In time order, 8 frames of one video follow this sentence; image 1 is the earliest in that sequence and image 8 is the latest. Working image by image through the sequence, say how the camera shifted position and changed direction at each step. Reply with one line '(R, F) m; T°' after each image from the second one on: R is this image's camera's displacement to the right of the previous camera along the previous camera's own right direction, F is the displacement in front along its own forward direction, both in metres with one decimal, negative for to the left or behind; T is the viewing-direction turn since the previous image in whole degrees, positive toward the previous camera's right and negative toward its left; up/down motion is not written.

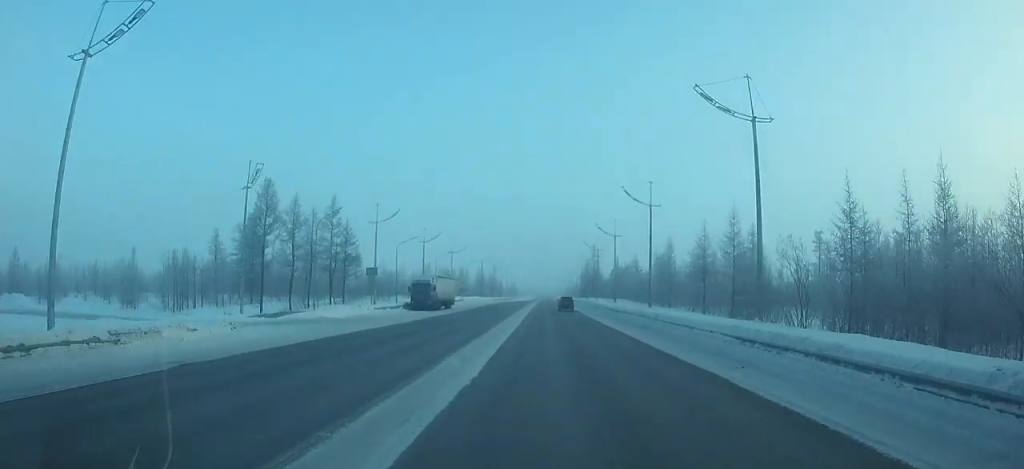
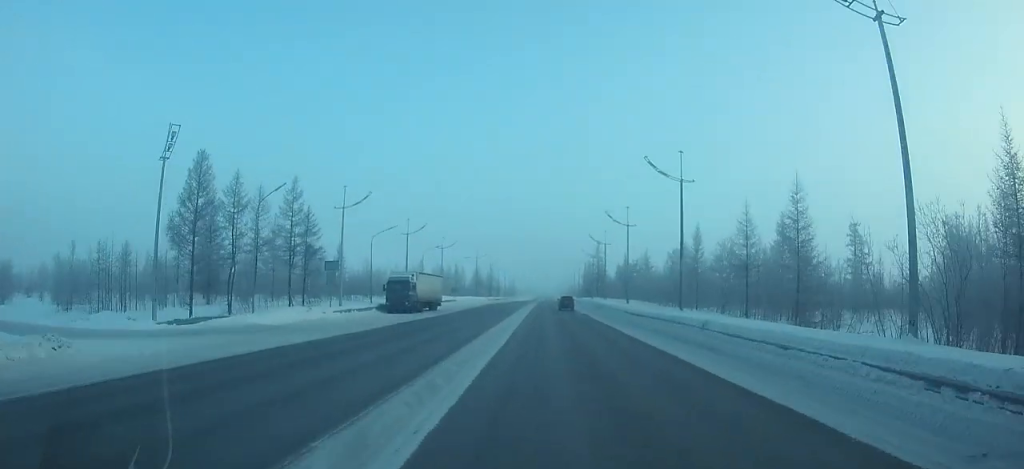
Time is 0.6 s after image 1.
(0.0, +10.9) m; 0°
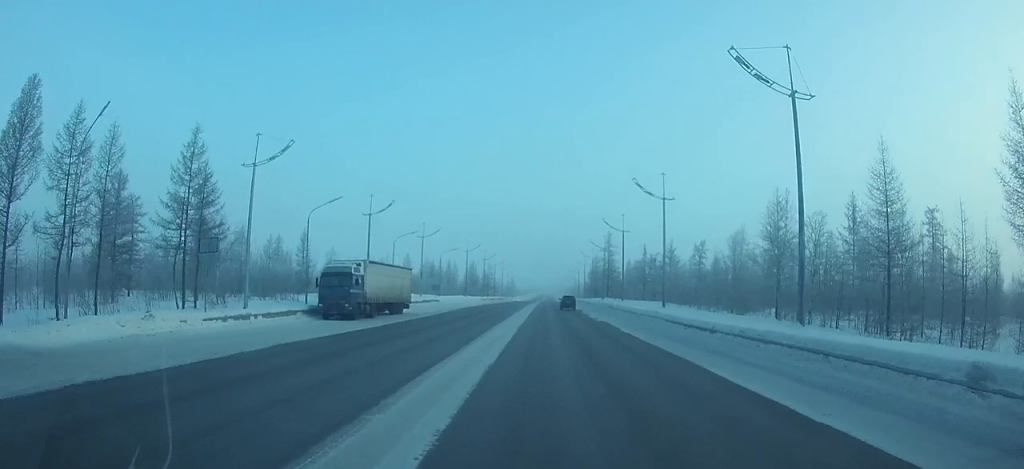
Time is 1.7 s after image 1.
(+0.1, +17.8) m; 0°
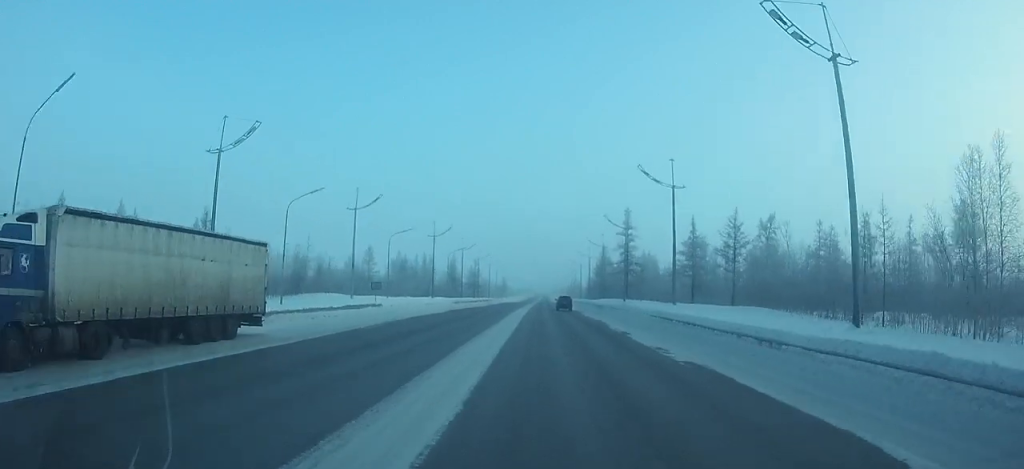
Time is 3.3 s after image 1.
(+0.1, +28.6) m; 0°
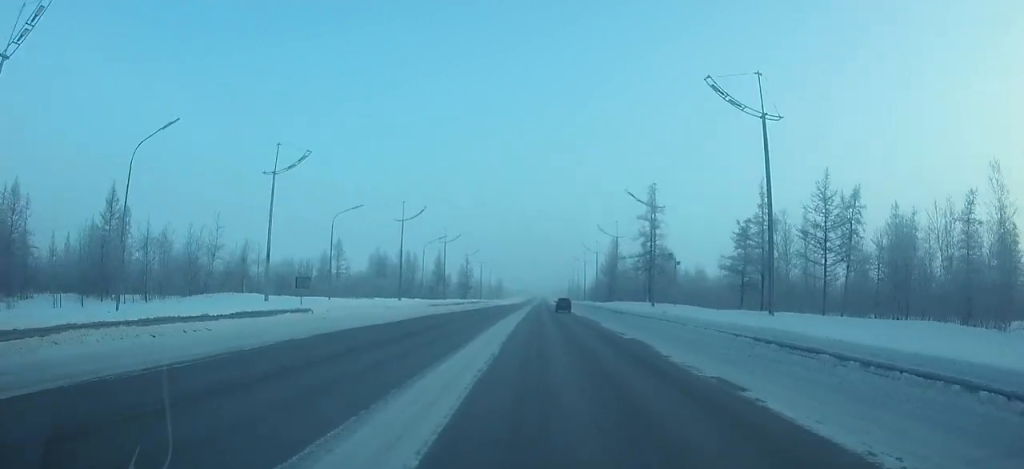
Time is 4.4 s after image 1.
(0.0, +17.6) m; 0°
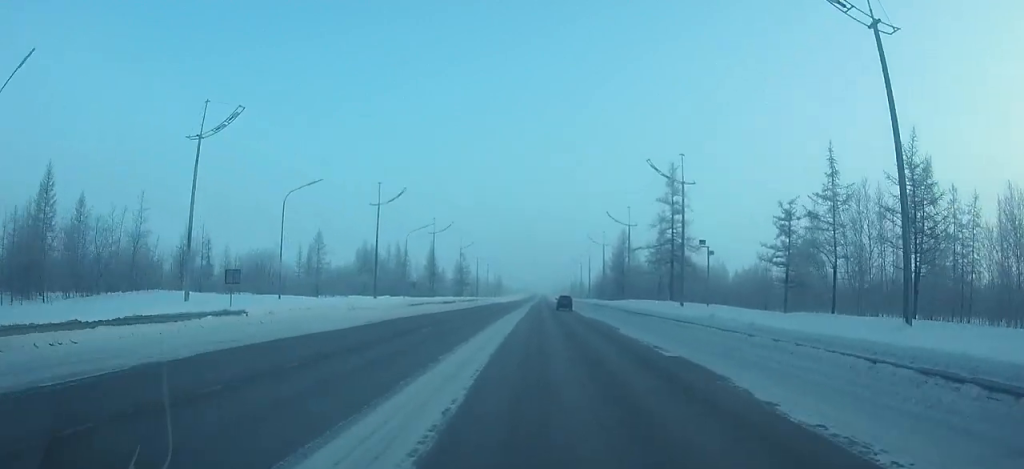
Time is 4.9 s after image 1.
(0.0, +9.6) m; 0°
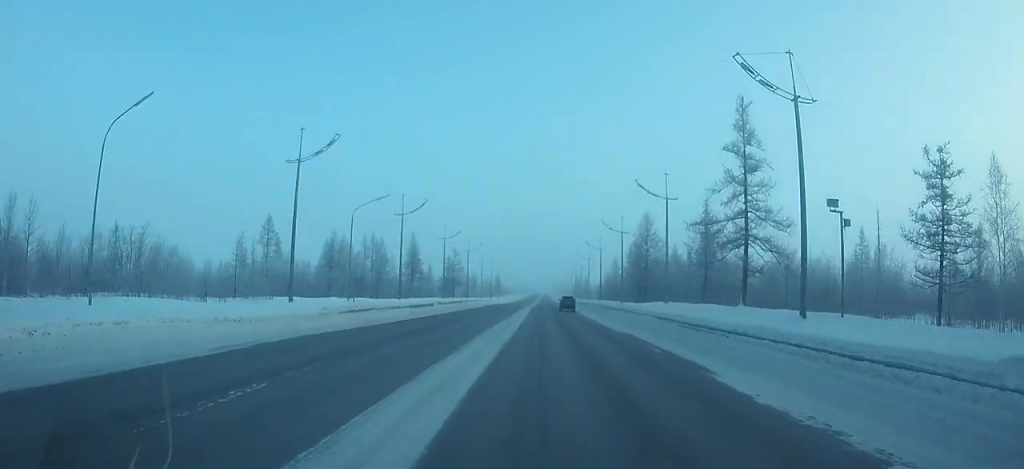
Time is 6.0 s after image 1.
(0.0, +18.5) m; 0°
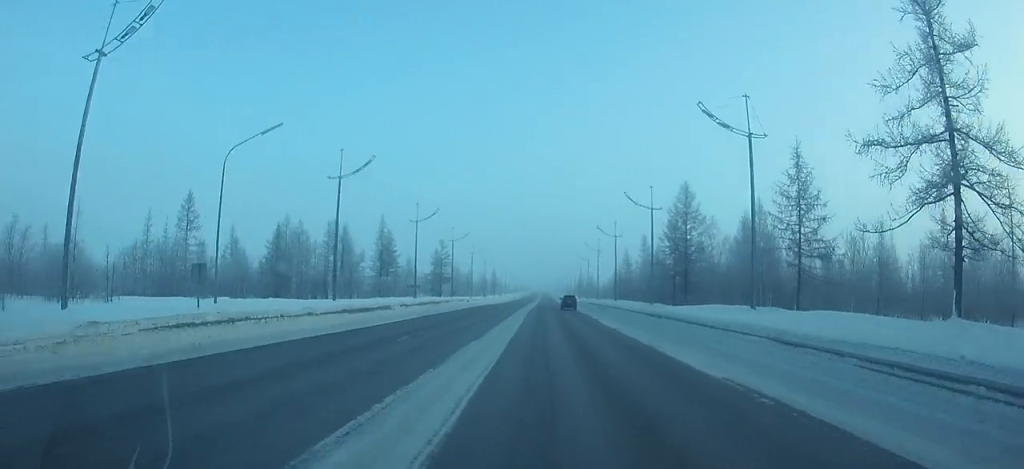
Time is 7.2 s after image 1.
(0.0, +18.9) m; 0°
